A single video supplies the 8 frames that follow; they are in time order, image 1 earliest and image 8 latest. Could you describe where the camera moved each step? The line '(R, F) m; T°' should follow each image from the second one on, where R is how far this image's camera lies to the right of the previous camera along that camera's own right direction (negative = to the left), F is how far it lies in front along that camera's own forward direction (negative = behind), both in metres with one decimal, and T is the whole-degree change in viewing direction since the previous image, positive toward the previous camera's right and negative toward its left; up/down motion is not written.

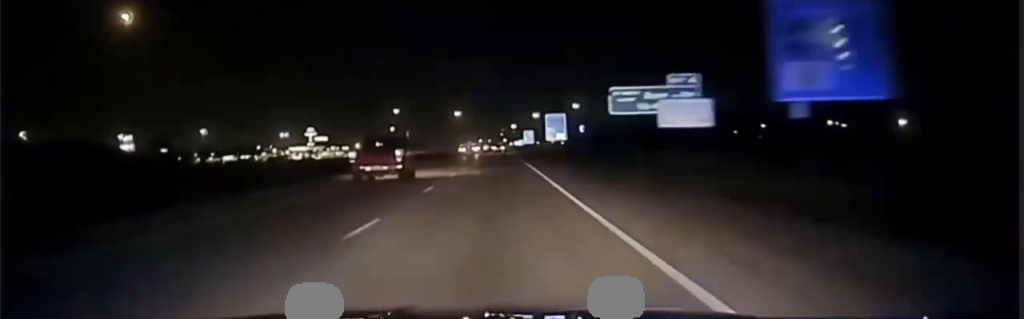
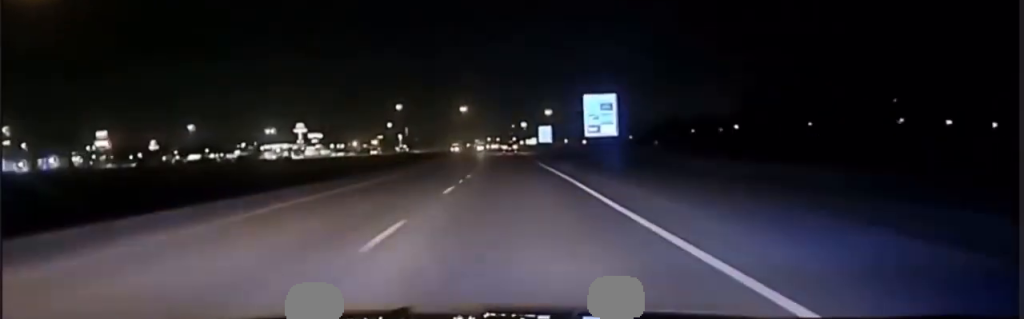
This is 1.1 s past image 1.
(-0.2, +66.2) m; 0°
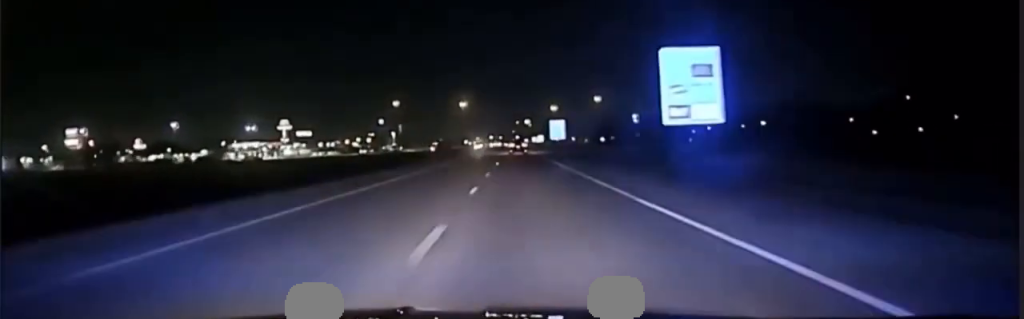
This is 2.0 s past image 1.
(-0.1, +50.4) m; 0°
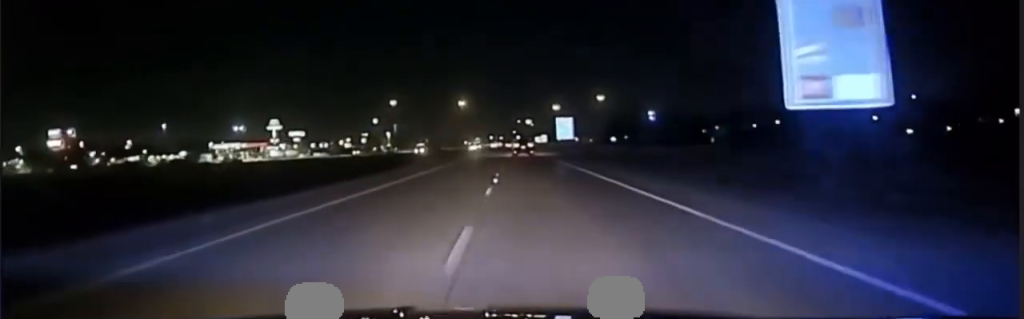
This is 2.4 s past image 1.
(0.0, +24.6) m; 0°
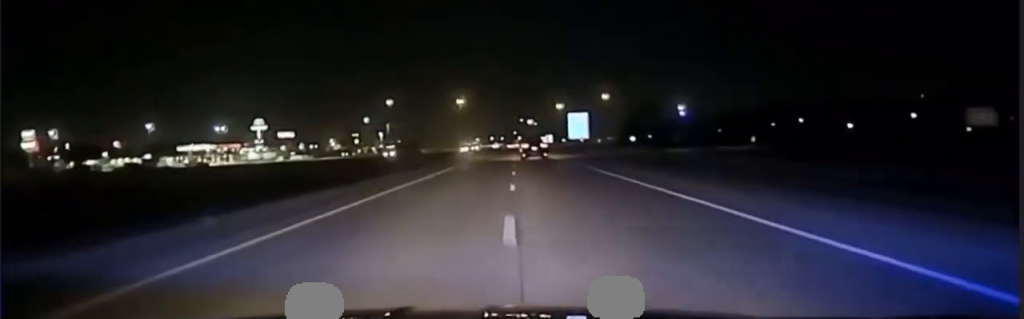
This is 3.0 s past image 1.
(0.0, +33.3) m; 0°
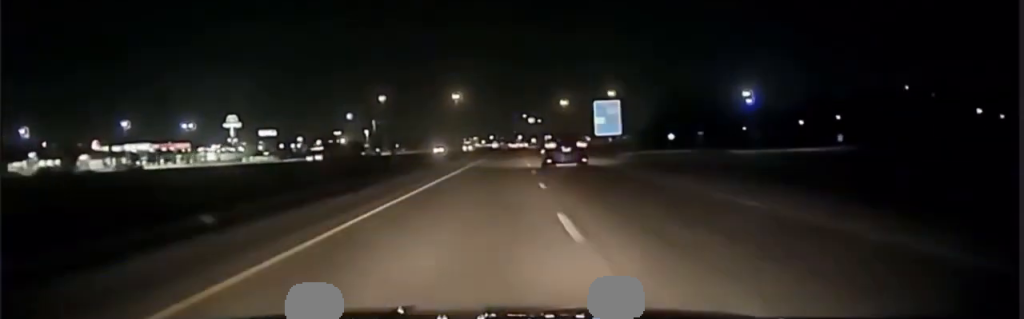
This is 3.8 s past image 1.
(0.0, +44.9) m; 0°
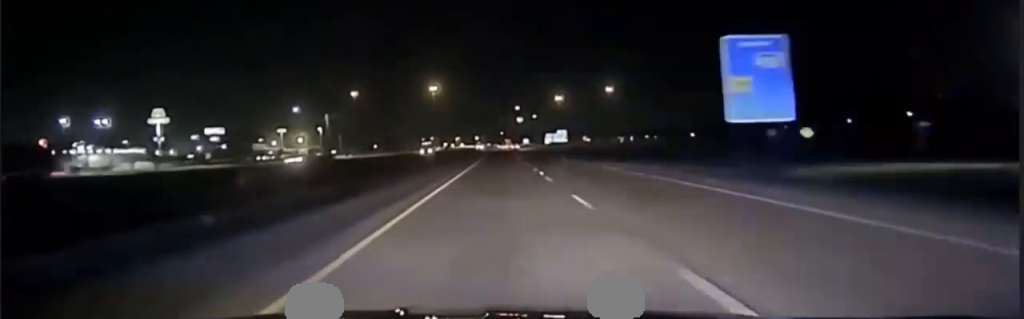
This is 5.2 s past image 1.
(+0.5, +70.0) m; +1°
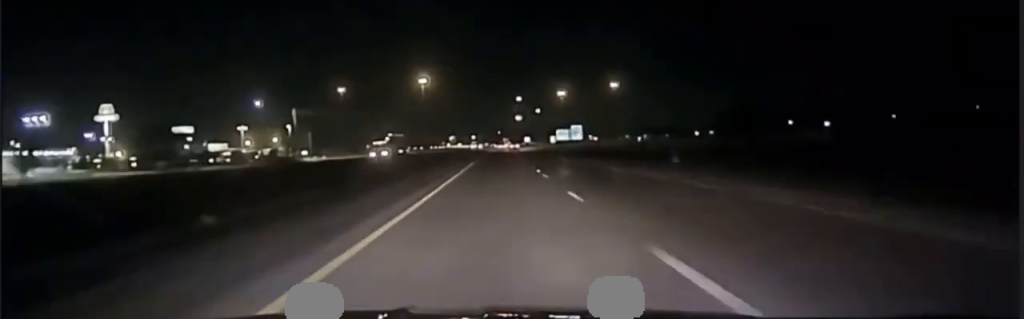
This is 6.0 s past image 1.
(+0.1, +43.5) m; 0°
